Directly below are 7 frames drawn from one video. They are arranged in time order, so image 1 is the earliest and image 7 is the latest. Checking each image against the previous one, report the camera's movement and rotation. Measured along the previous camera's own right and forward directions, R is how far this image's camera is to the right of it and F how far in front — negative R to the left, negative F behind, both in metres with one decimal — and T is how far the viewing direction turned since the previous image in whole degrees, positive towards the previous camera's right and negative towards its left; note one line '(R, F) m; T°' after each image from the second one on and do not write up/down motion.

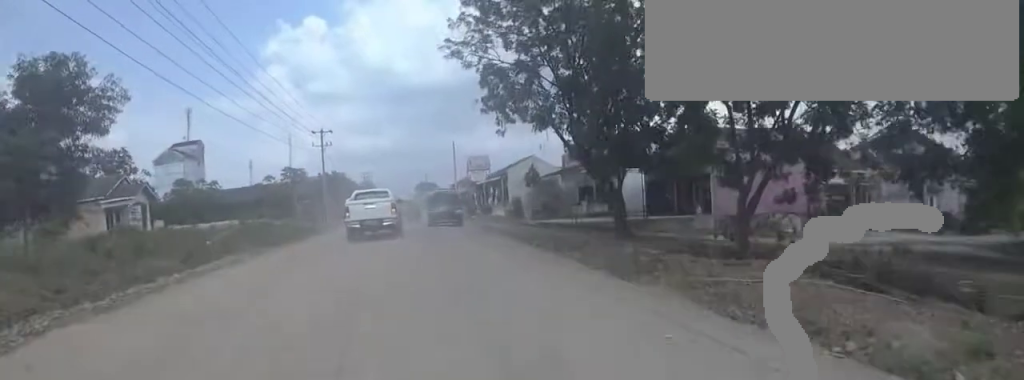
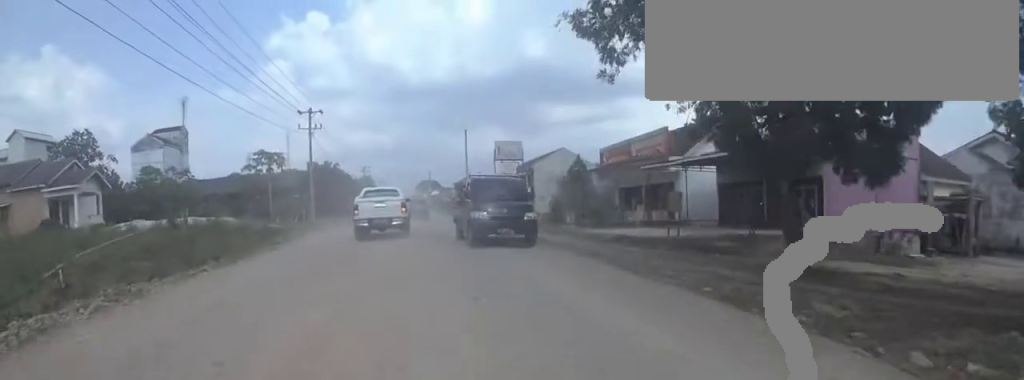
(0.0, +7.9) m; 0°
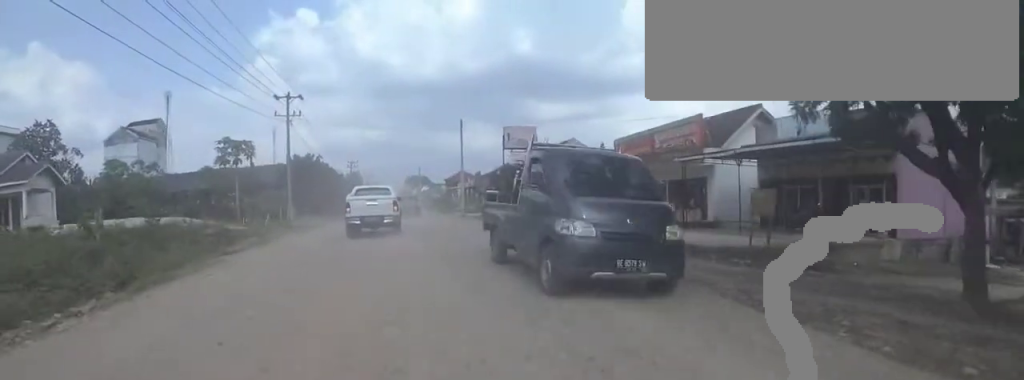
(0.0, +4.3) m; 0°
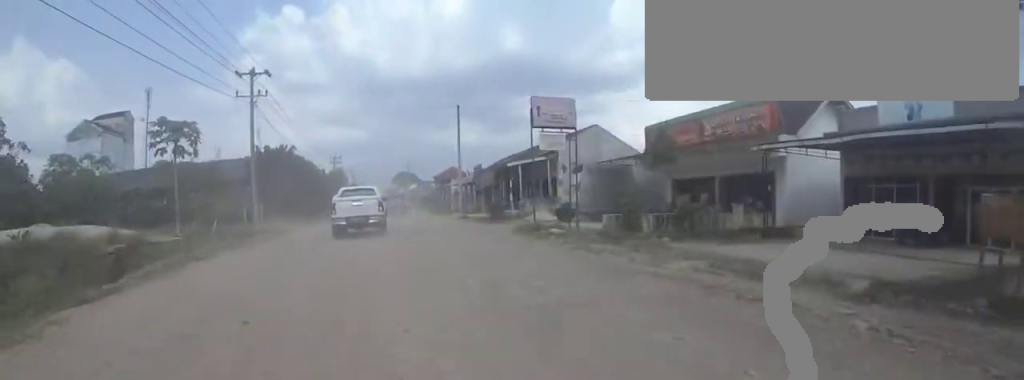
(0.0, +6.0) m; 0°
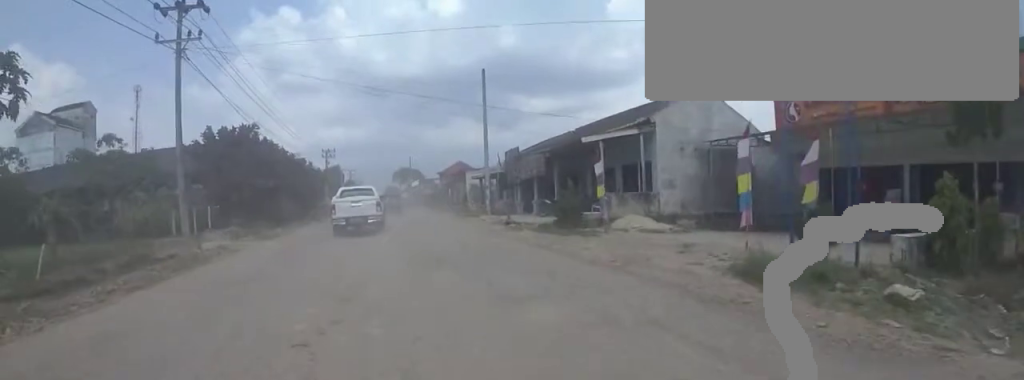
(0.0, +10.4) m; 0°
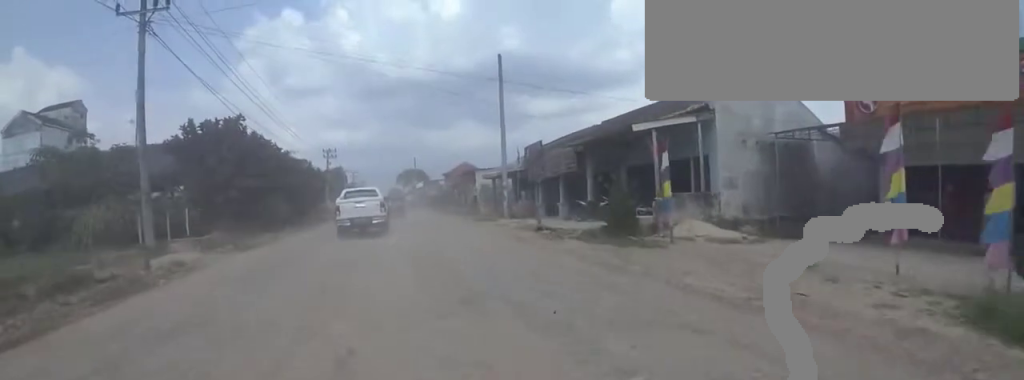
(0.0, +3.2) m; 0°
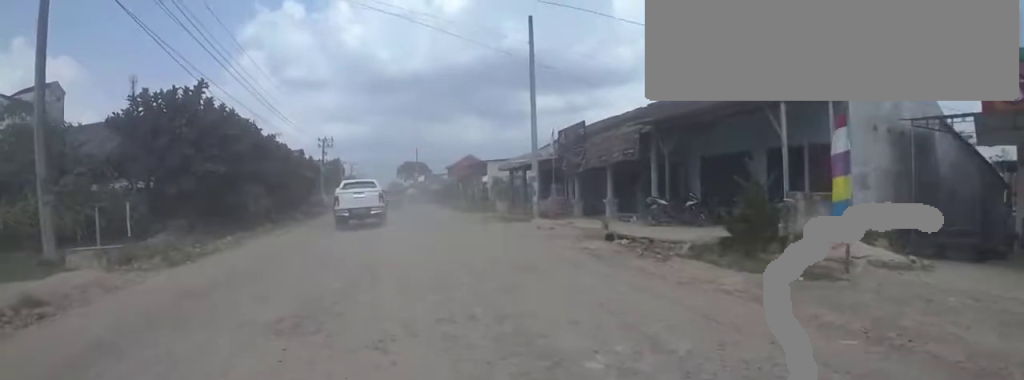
(0.0, +4.8) m; 0°
